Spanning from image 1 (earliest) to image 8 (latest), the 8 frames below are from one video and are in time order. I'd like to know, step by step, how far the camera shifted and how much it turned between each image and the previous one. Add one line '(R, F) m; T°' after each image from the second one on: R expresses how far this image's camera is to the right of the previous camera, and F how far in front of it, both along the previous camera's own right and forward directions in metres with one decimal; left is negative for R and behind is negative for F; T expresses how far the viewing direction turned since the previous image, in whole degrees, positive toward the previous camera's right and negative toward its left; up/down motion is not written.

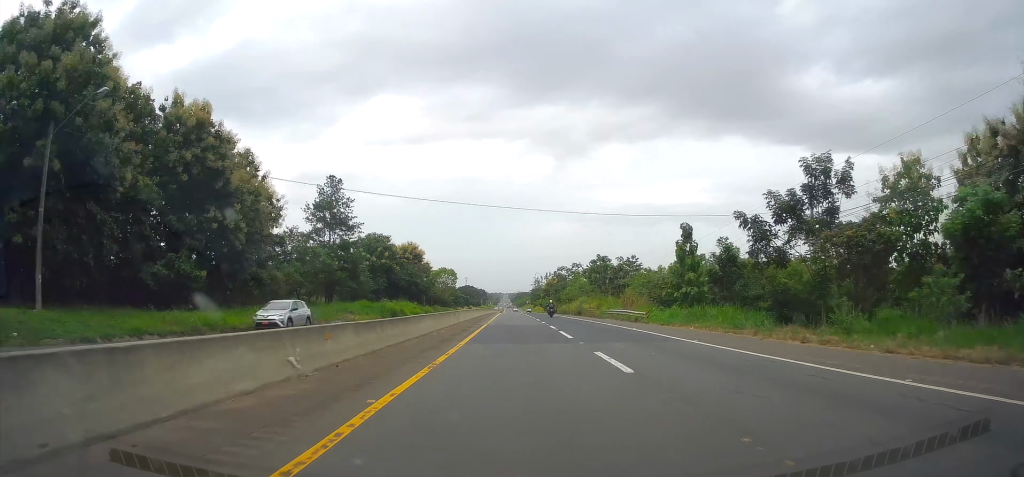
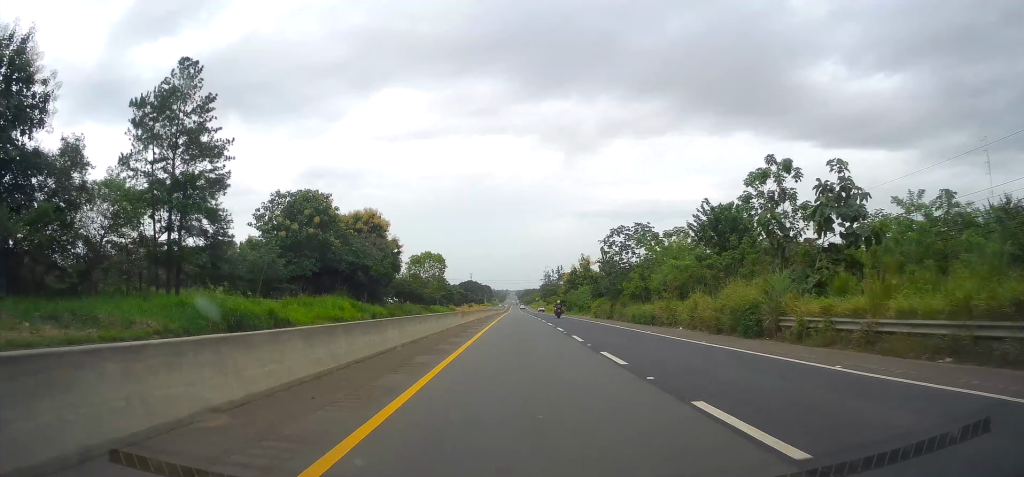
(+0.2, +51.0) m; 0°
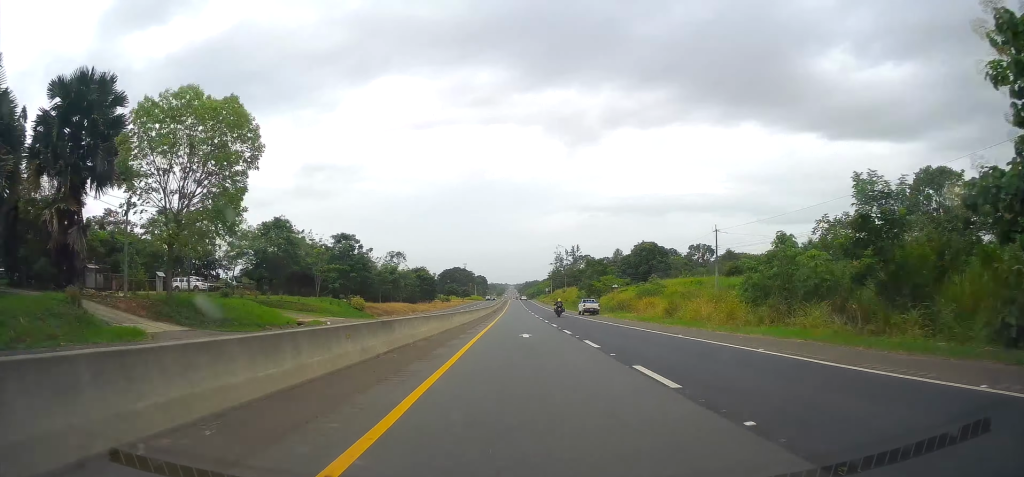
(-0.7, +110.7) m; 0°
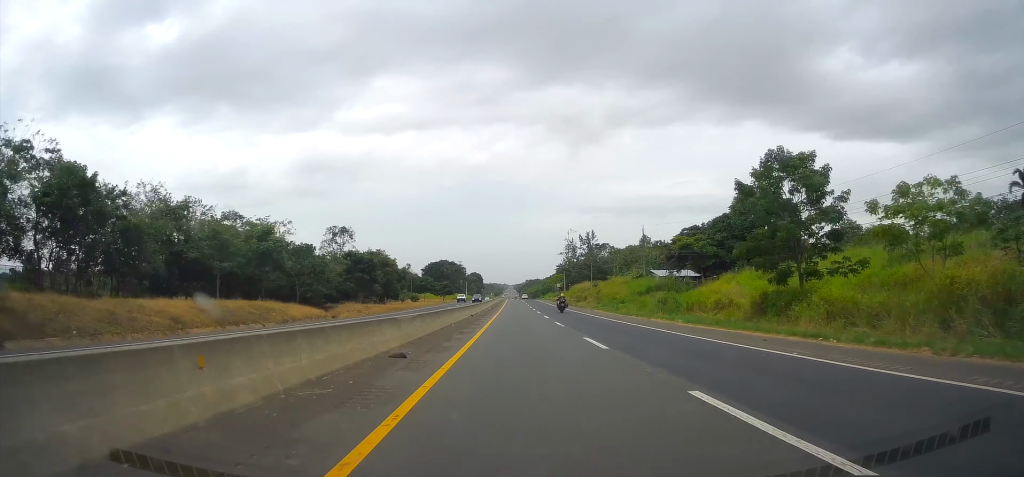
(+0.1, +65.4) m; 0°
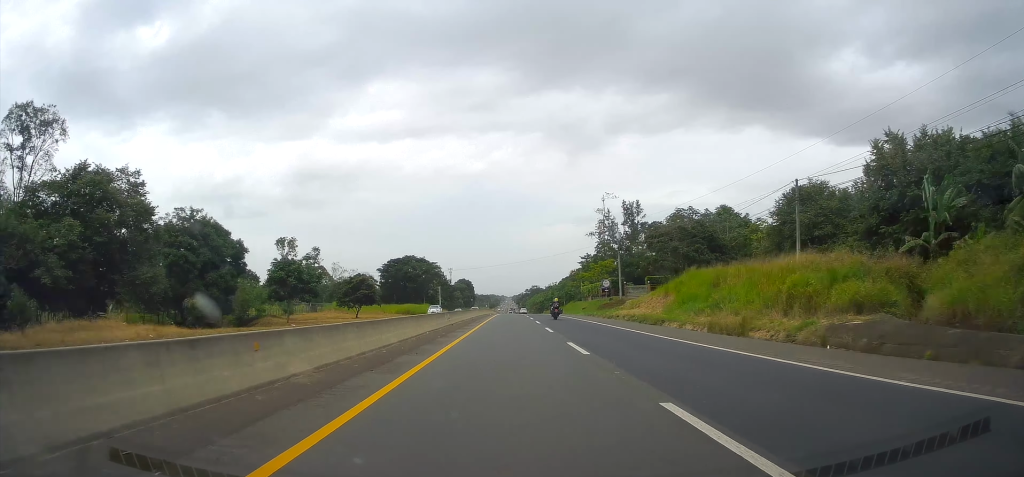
(0.0, +97.3) m; 0°
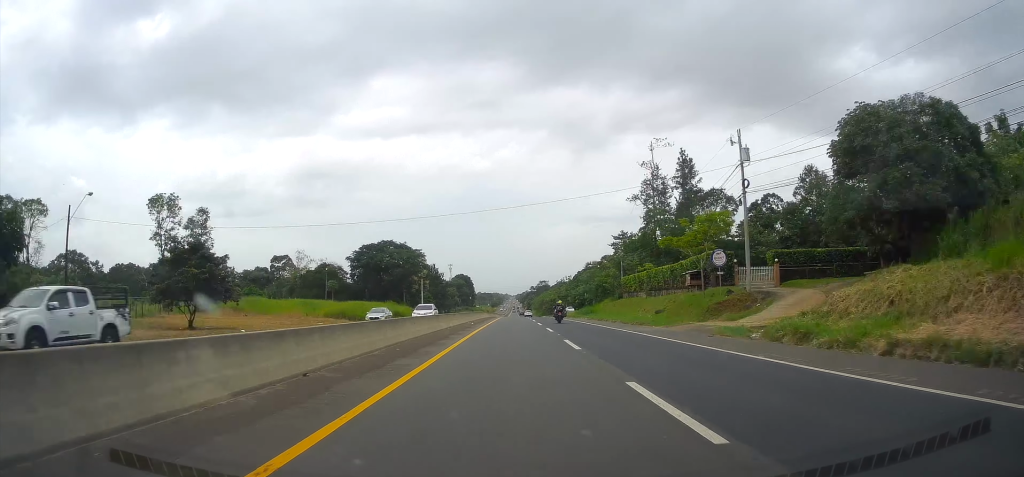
(0.0, +45.2) m; 0°
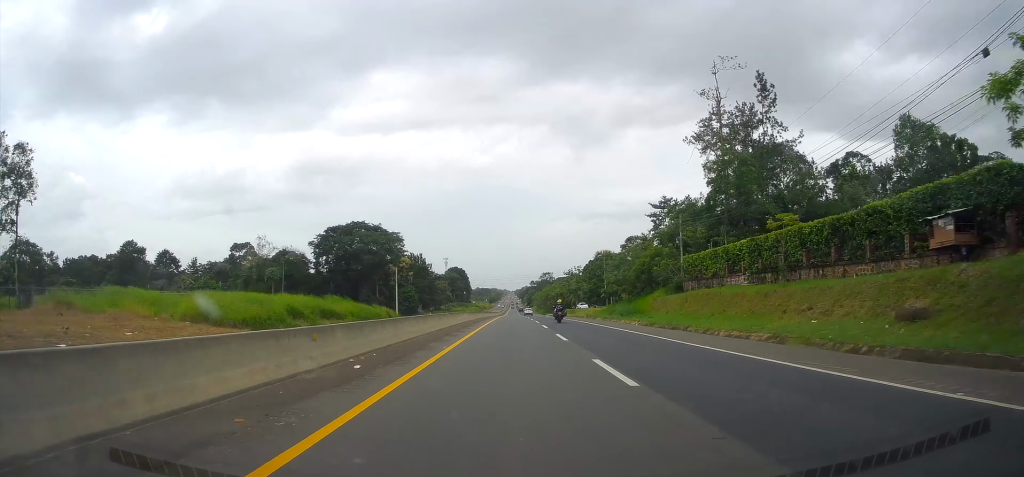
(0.0, +32.0) m; 0°
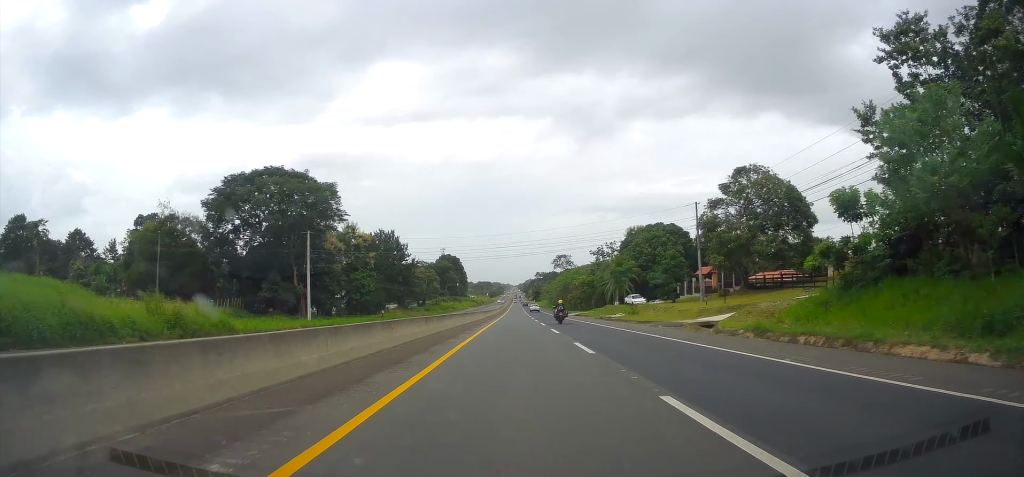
(-0.2, +53.7) m; 0°
